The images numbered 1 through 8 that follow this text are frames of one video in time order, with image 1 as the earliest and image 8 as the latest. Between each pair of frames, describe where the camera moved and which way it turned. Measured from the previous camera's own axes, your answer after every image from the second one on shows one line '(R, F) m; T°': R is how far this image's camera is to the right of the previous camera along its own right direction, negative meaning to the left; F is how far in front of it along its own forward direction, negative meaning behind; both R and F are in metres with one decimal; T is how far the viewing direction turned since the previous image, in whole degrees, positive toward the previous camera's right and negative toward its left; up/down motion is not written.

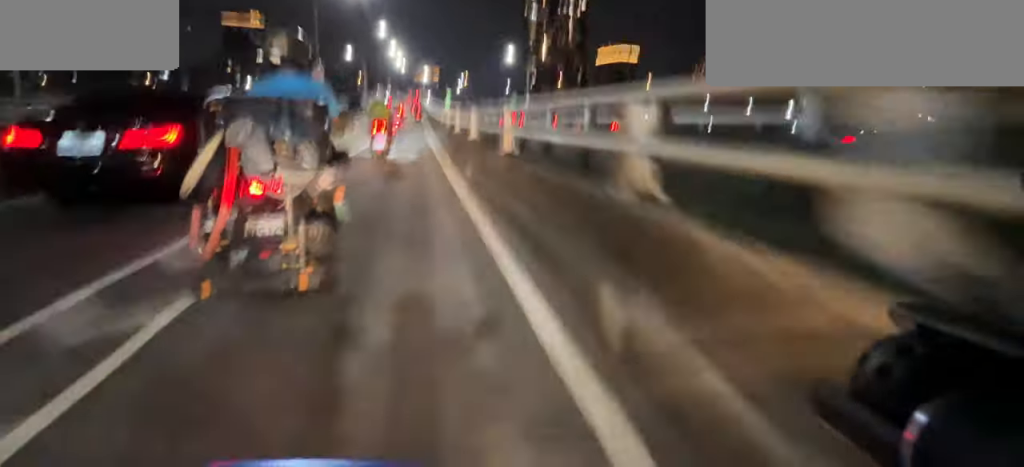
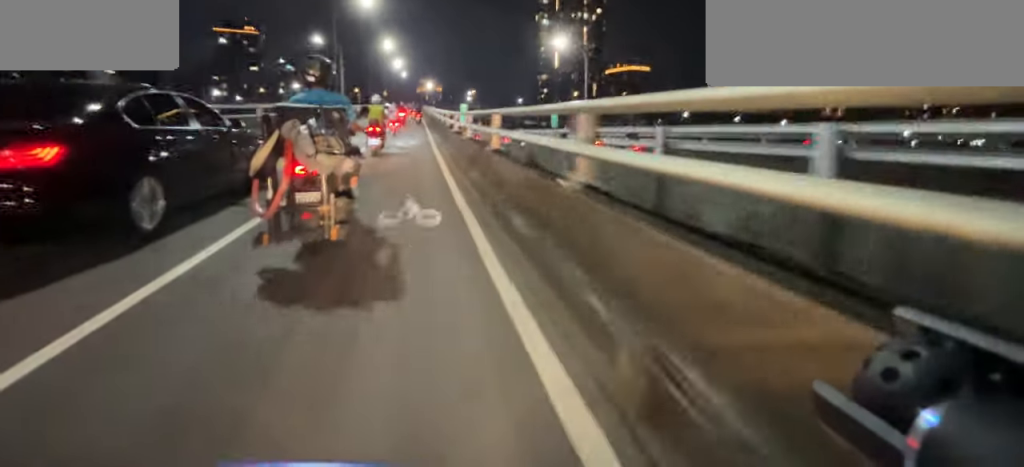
(-0.2, +18.3) m; -1°
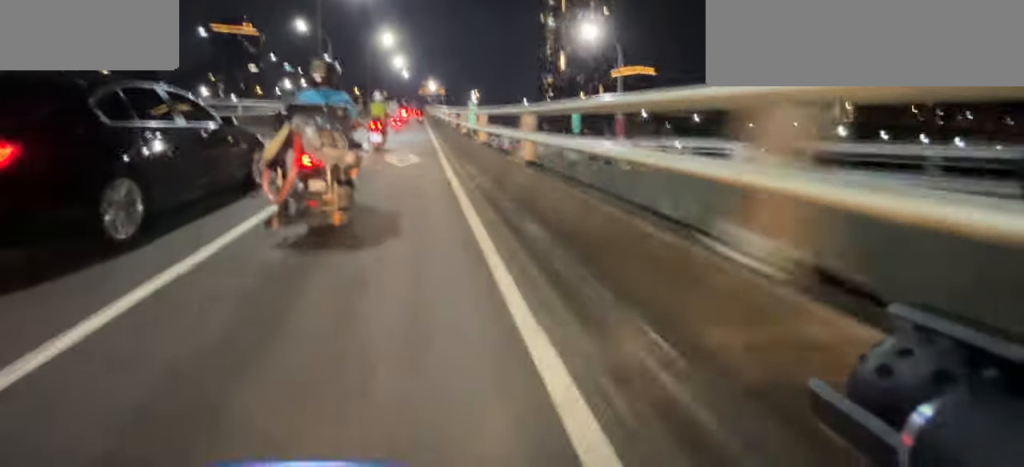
(0.0, +5.7) m; 0°
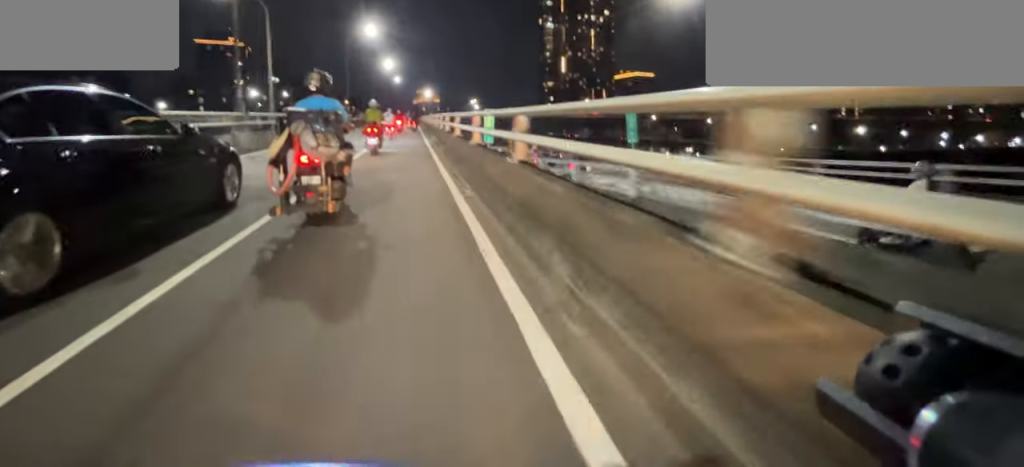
(0.0, +11.3) m; 0°
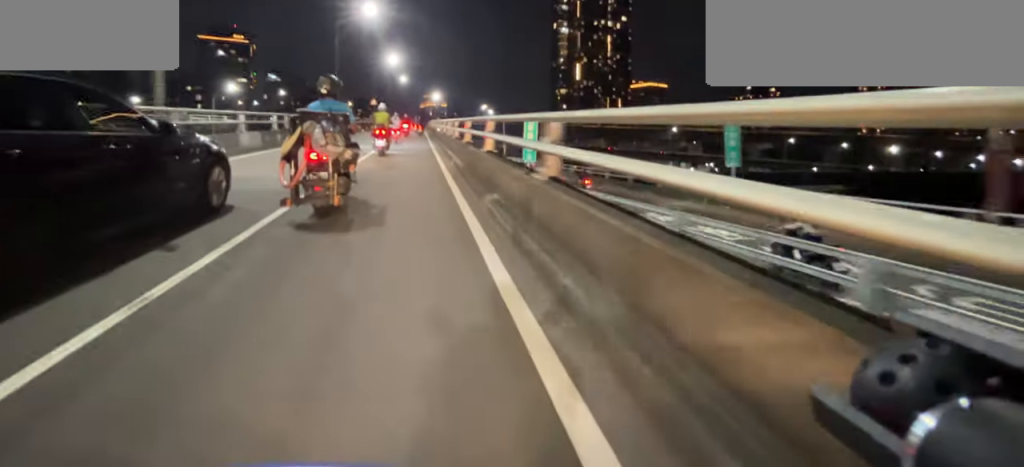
(-0.1, +8.6) m; 0°
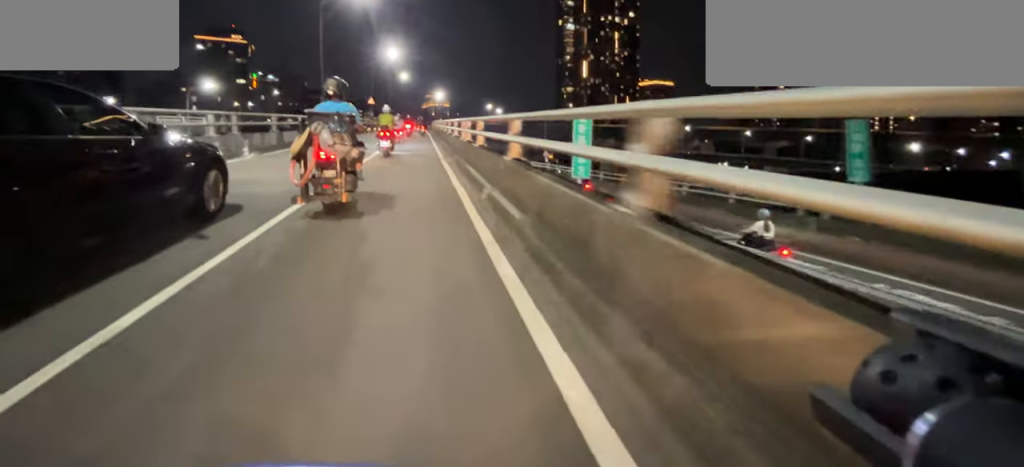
(0.0, +5.6) m; 0°
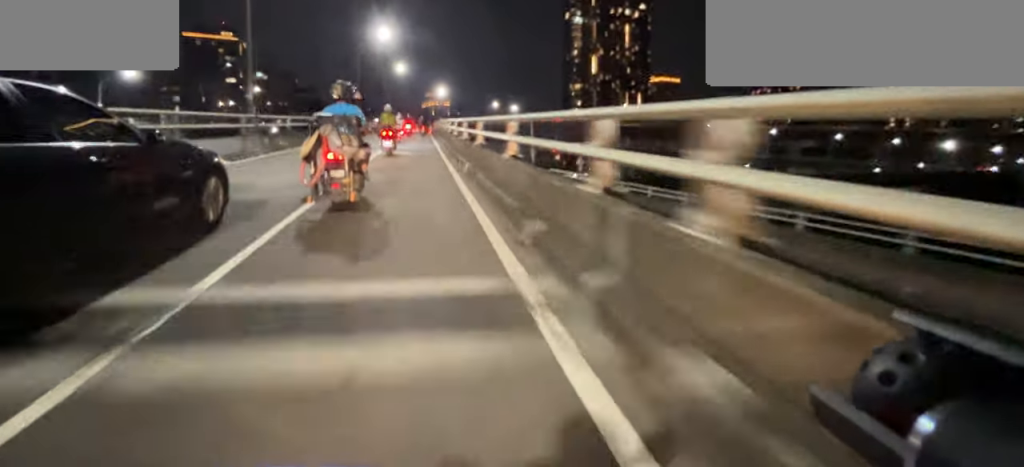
(+0.1, +10.6) m; 0°
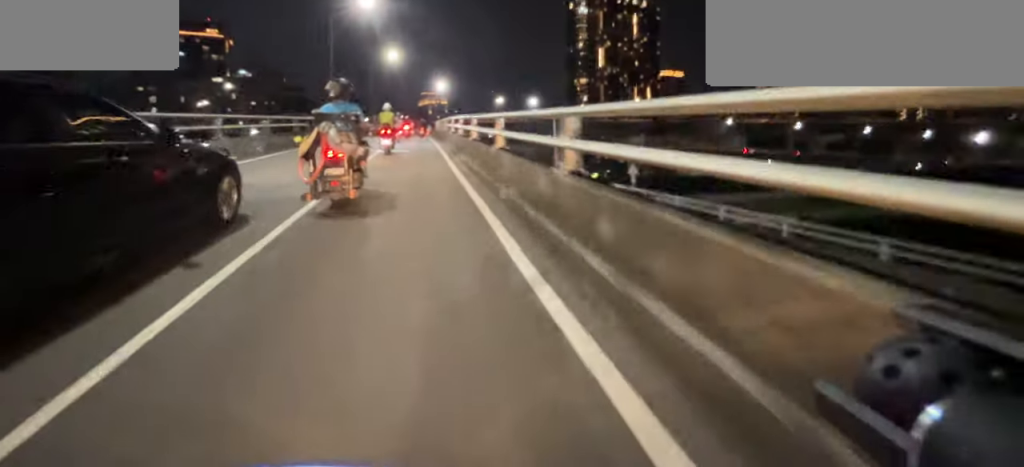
(0.0, +9.9) m; +1°
